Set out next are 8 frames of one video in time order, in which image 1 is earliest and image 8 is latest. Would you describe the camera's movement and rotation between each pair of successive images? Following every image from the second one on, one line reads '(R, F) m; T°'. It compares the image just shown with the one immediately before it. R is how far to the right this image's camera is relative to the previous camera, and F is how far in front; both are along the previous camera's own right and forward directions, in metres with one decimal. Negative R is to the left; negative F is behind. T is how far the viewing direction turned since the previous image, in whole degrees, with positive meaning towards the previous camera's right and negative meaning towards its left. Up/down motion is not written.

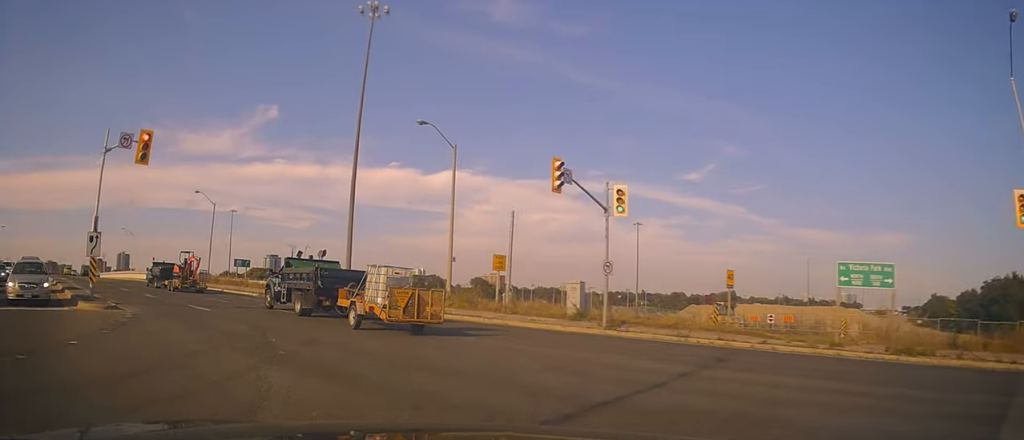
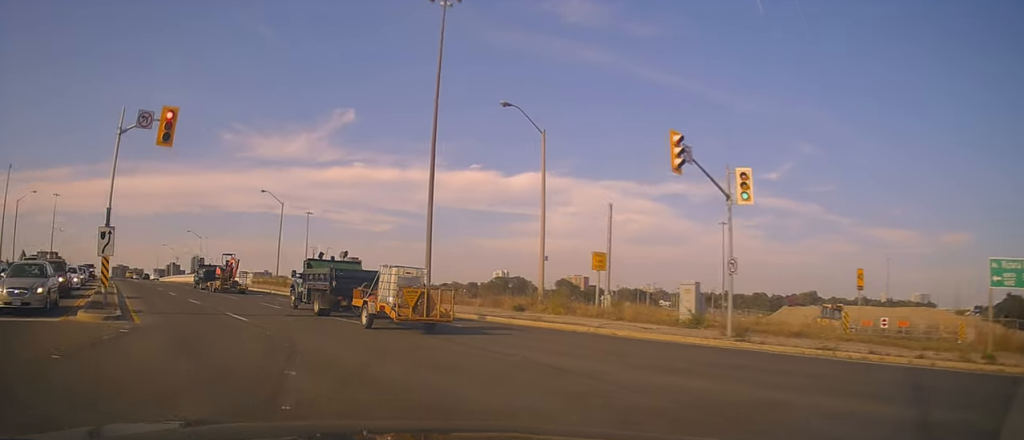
(-0.6, +3.9) m; -8°
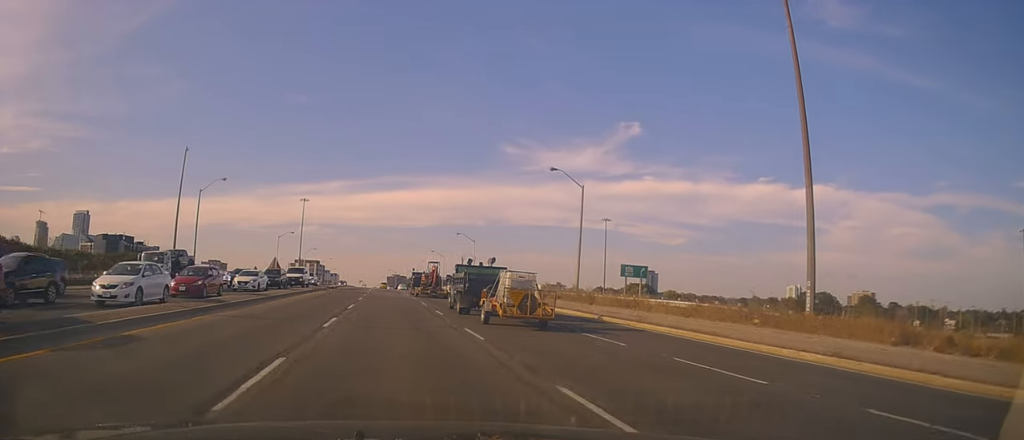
(-5.4, +18.5) m; -31°
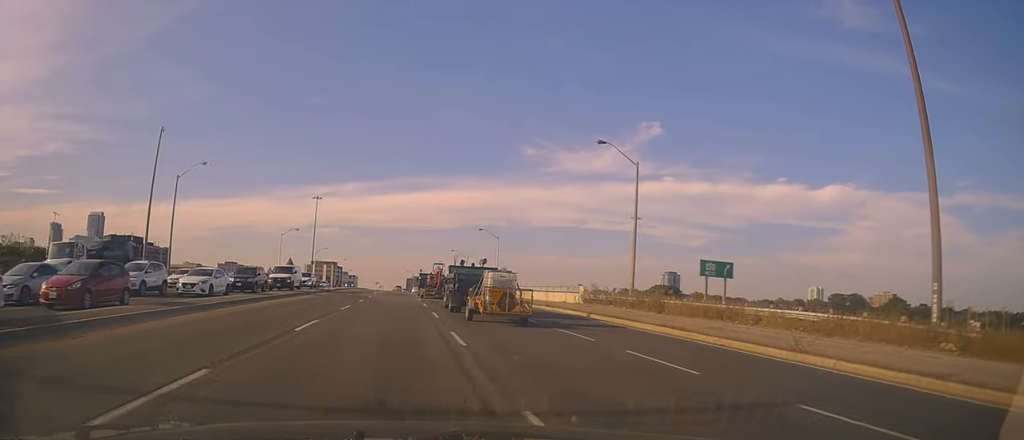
(-0.9, +9.7) m; -7°
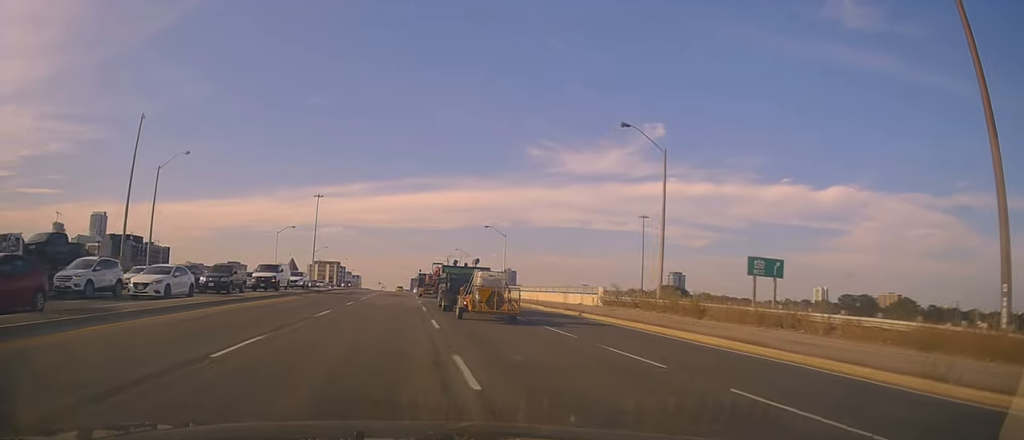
(-0.1, +4.6) m; -2°
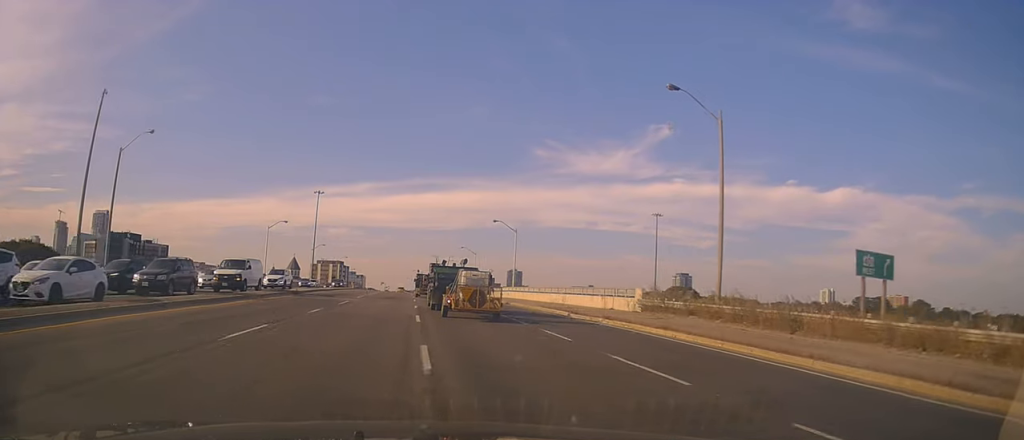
(0.0, +7.4) m; -2°
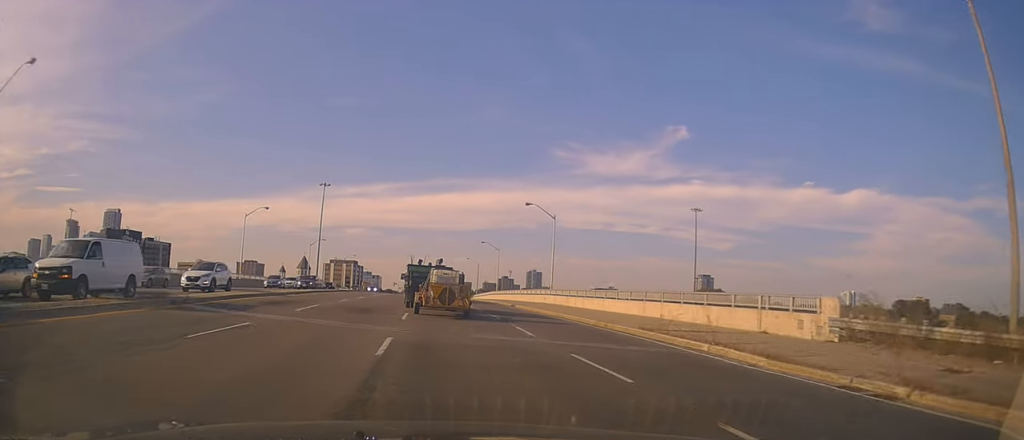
(-0.7, +16.8) m; -3°
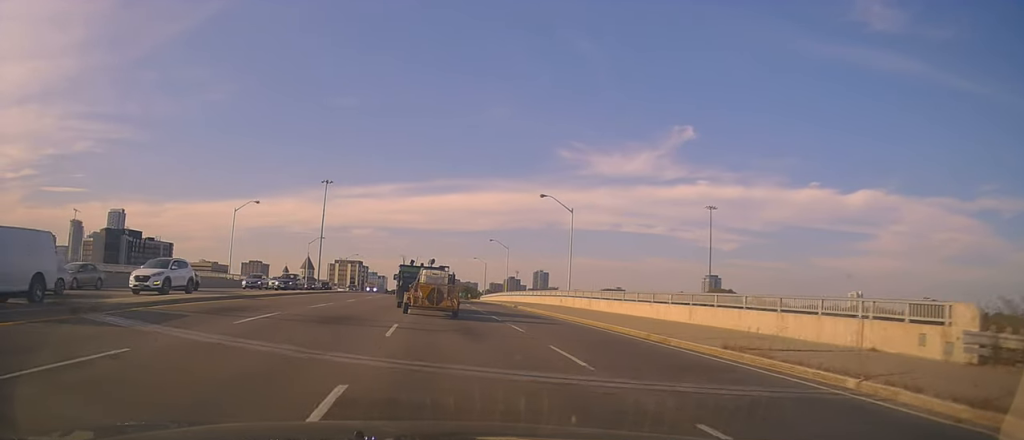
(0.0, +5.7) m; 0°
